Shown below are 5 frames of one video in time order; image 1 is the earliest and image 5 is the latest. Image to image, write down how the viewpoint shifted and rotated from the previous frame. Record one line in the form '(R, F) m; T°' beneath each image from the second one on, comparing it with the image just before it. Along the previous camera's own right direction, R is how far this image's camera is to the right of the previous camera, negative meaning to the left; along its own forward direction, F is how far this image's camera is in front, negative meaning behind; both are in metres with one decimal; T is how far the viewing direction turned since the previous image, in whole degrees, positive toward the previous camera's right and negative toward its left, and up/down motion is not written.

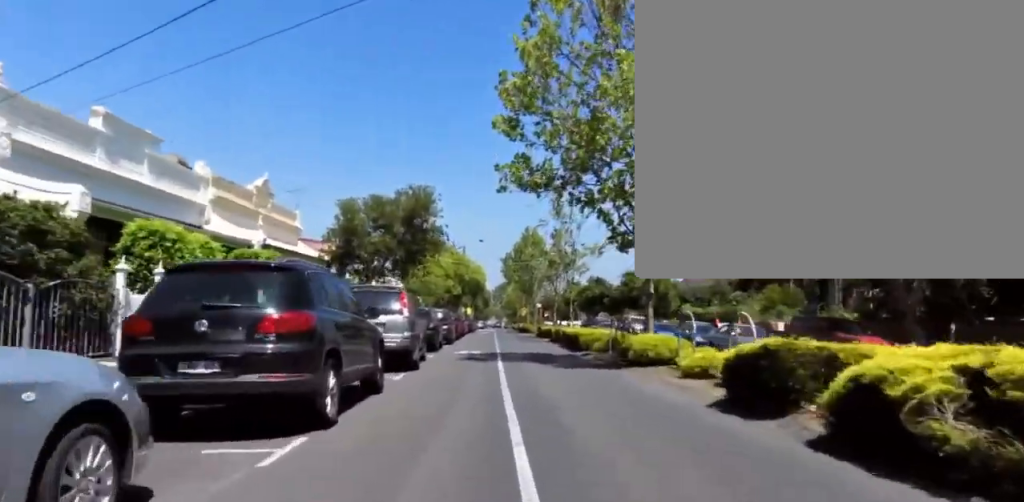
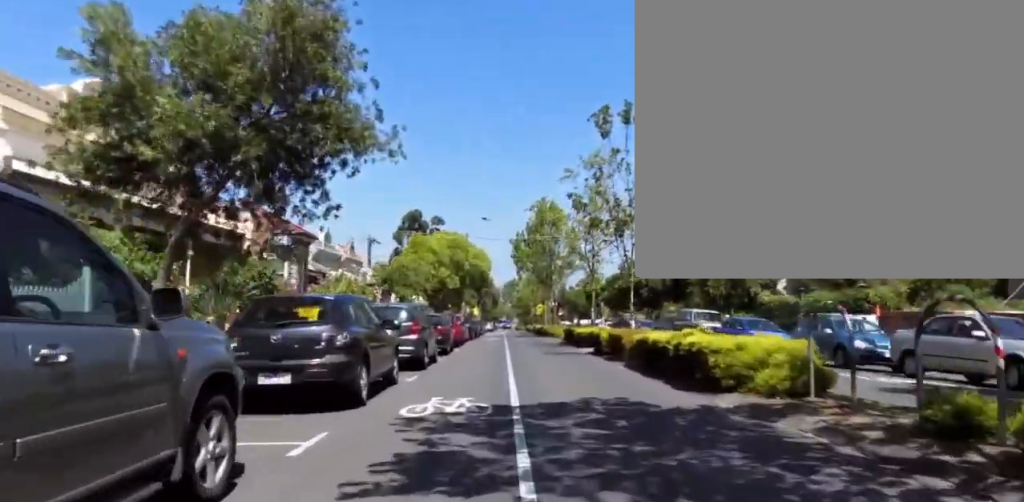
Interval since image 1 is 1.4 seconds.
(-1.2, +11.1) m; -5°
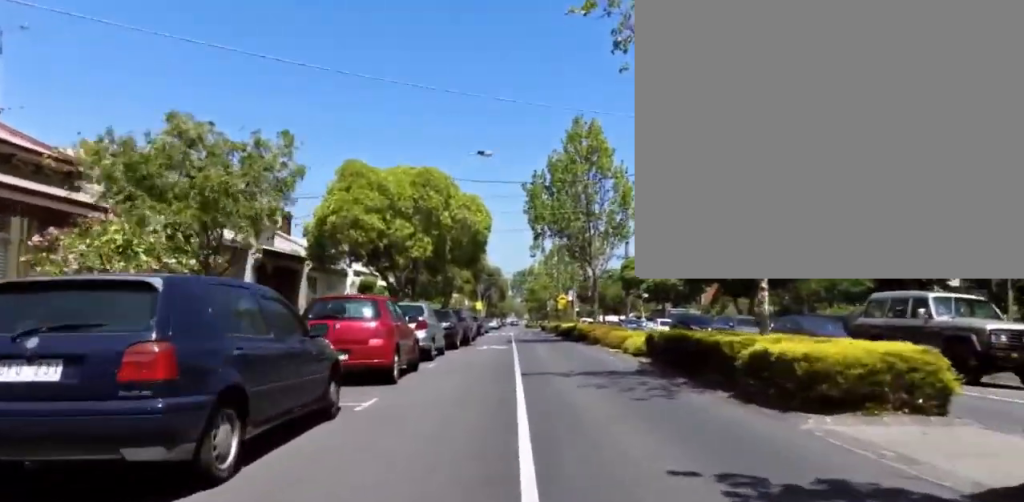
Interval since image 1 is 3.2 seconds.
(+1.6, +15.8) m; +5°
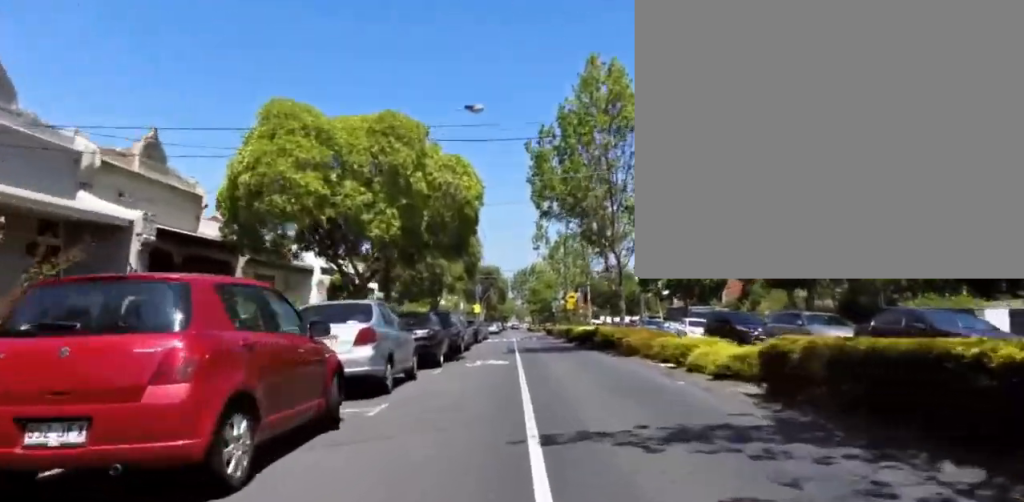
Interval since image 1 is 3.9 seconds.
(-0.8, +6.1) m; 0°
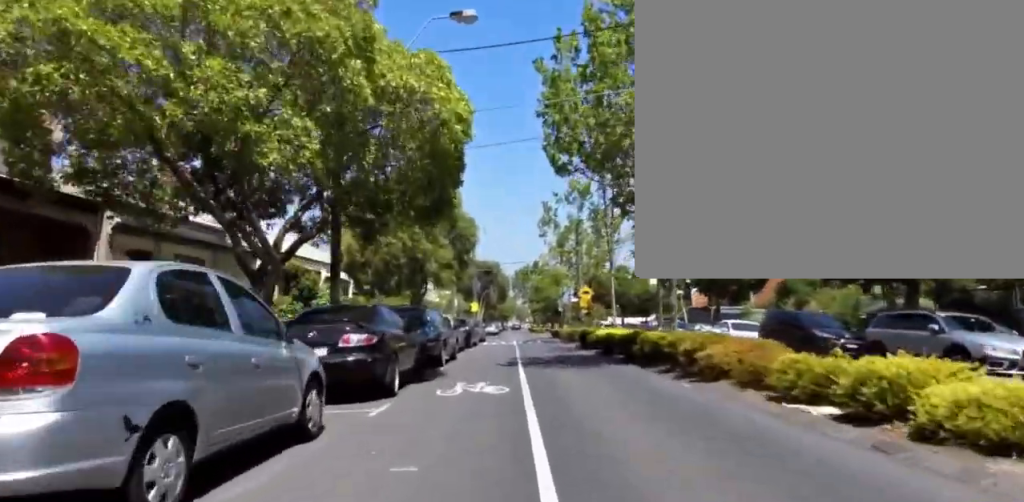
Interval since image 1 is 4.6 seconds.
(+0.3, +6.5) m; 0°
